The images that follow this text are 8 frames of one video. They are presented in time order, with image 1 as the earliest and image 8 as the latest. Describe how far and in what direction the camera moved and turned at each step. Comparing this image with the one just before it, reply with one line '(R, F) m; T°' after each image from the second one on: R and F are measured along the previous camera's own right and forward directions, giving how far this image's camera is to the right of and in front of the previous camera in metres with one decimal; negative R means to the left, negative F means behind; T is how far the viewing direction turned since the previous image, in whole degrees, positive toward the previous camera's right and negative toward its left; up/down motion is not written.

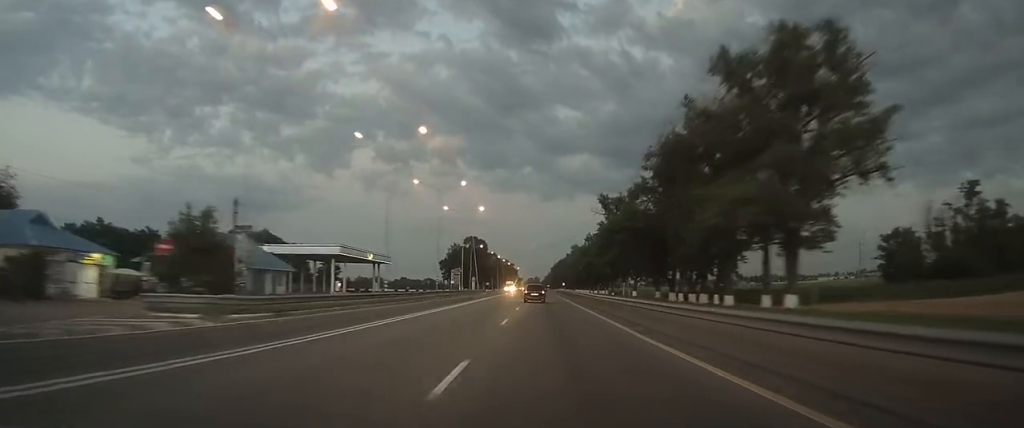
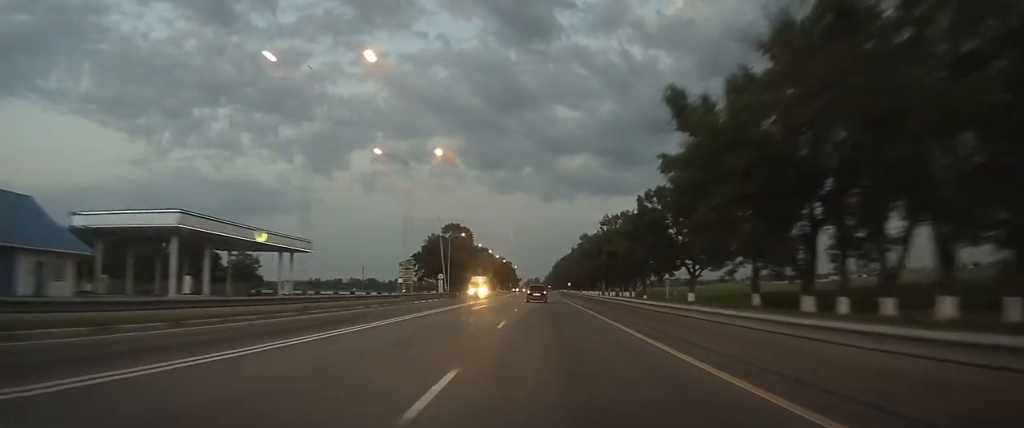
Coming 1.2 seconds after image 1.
(-0.1, +36.9) m; 0°
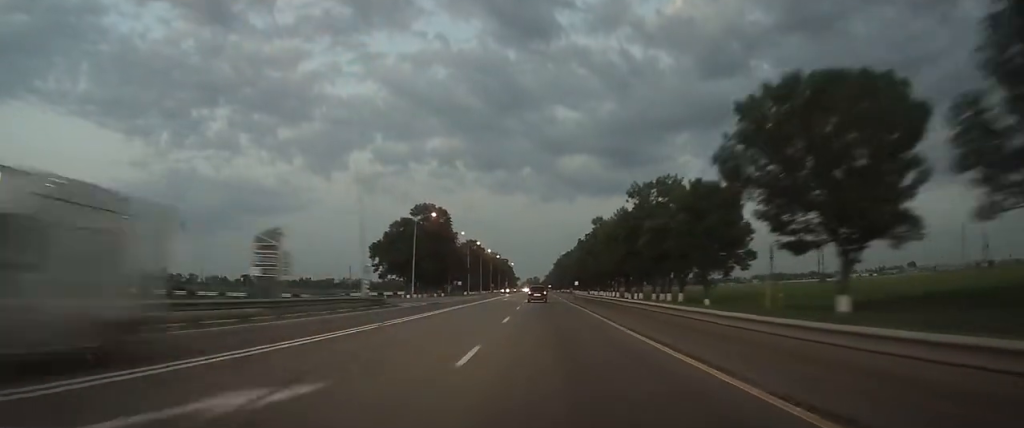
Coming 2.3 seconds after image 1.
(0.0, +32.2) m; 0°
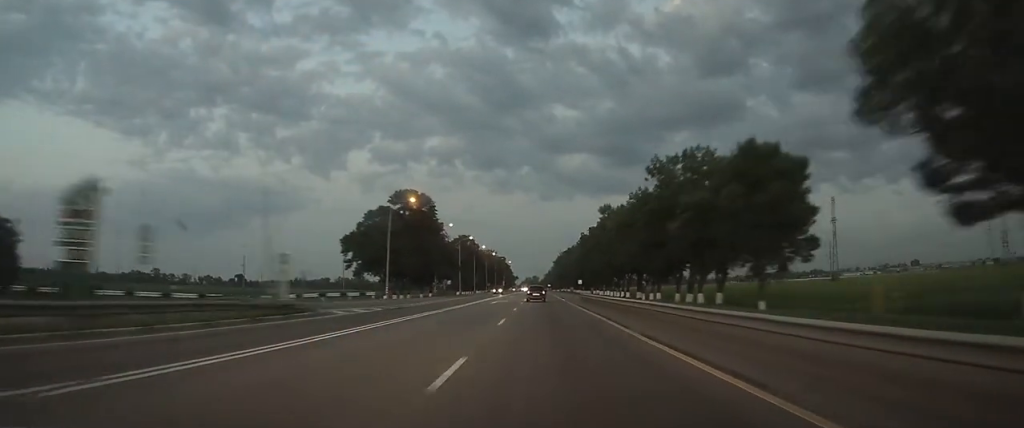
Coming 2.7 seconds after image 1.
(0.0, +13.9) m; 0°
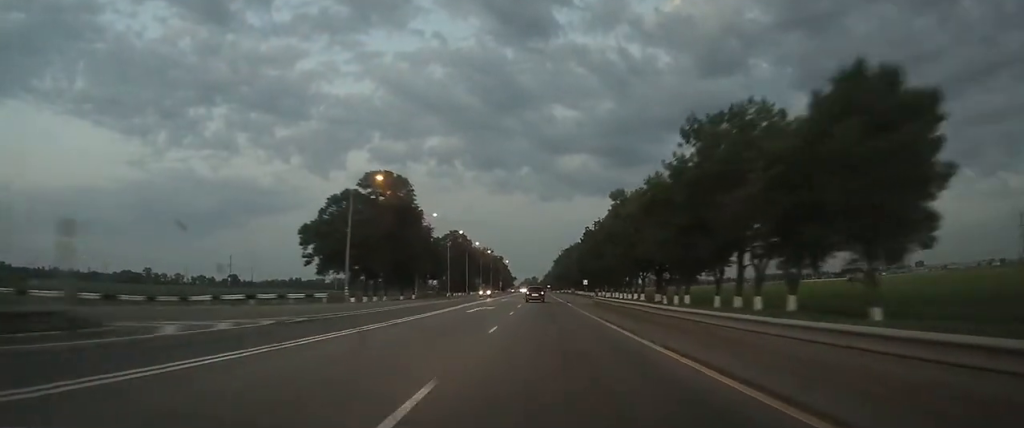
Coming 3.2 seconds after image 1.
(0.0, +14.7) m; 0°
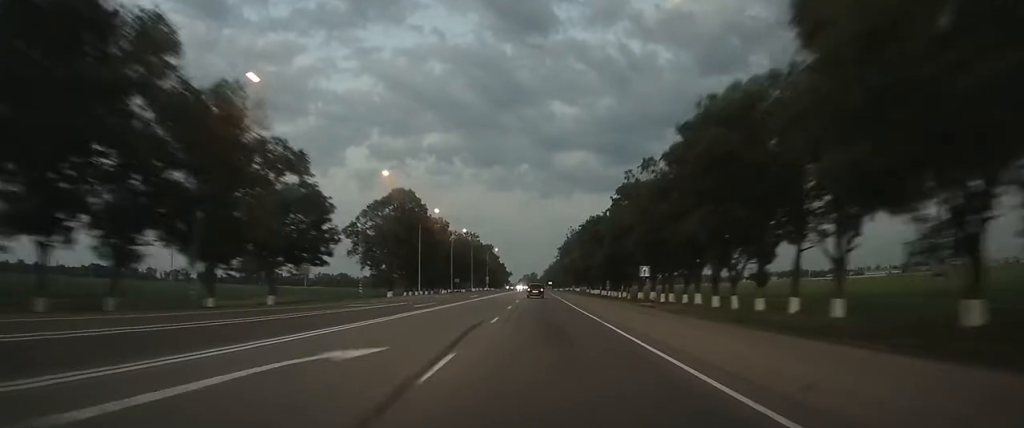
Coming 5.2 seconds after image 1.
(0.0, +56.5) m; 0°
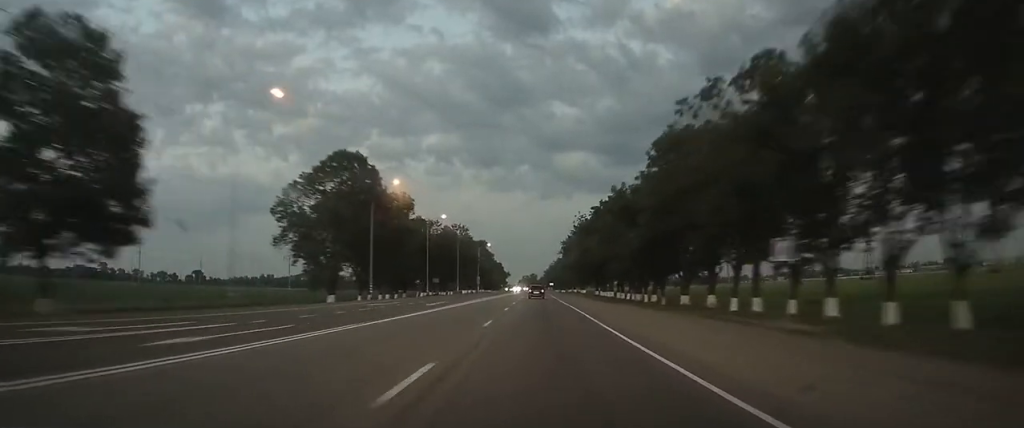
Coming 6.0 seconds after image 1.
(0.0, +25.1) m; 0°
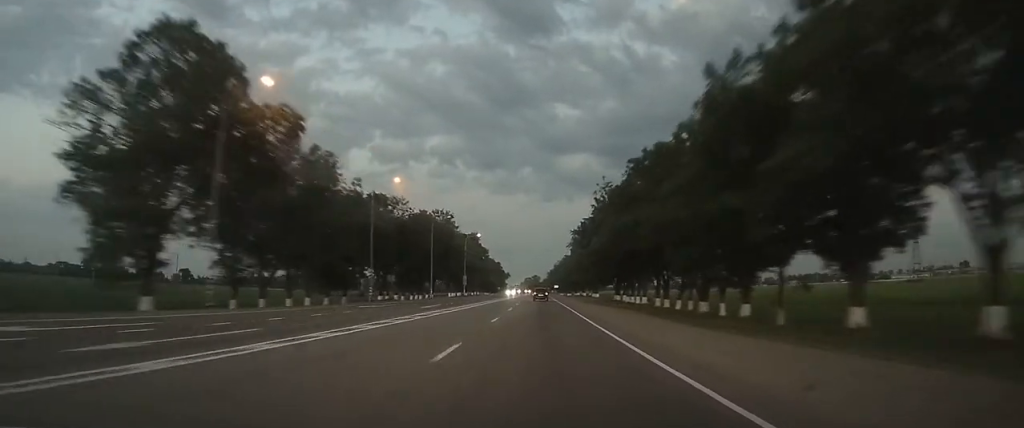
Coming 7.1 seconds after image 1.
(0.0, +31.9) m; 0°
